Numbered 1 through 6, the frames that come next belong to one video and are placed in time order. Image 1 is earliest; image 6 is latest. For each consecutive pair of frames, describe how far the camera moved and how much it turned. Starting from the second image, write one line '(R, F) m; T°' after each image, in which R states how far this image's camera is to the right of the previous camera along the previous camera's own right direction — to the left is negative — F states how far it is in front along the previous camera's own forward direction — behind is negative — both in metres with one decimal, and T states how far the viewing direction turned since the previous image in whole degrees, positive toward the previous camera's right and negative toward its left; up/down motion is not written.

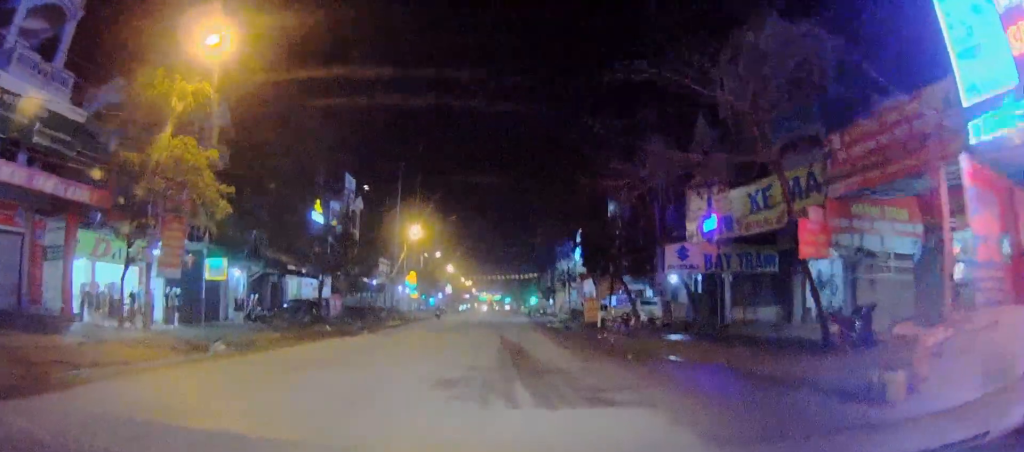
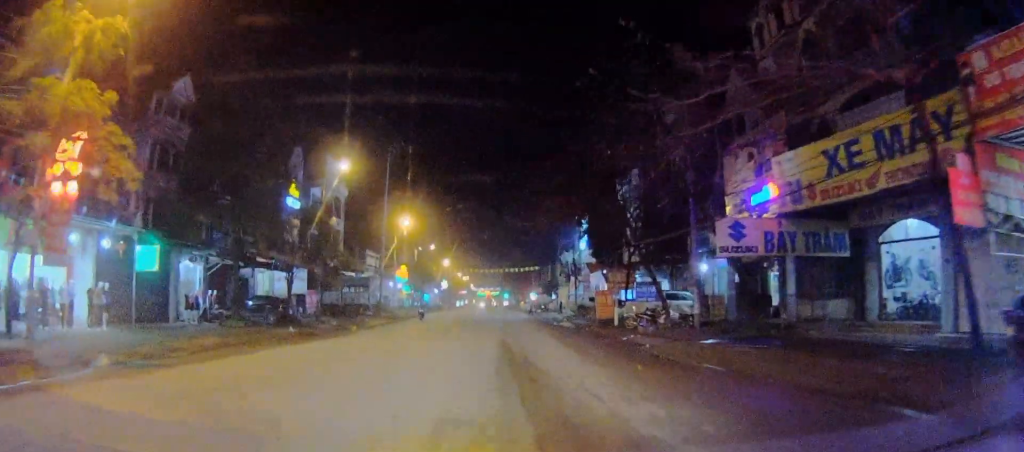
(+0.1, +6.5) m; -3°
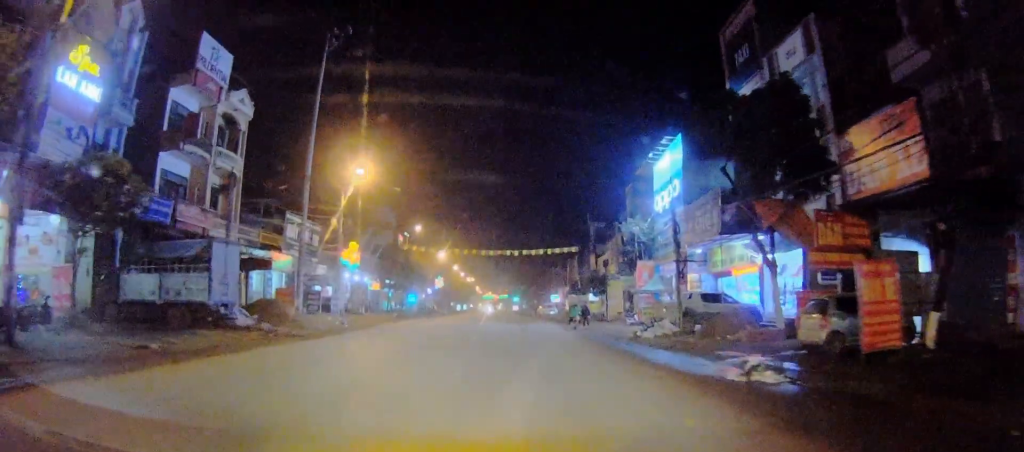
(-2.1, +31.2) m; +5°
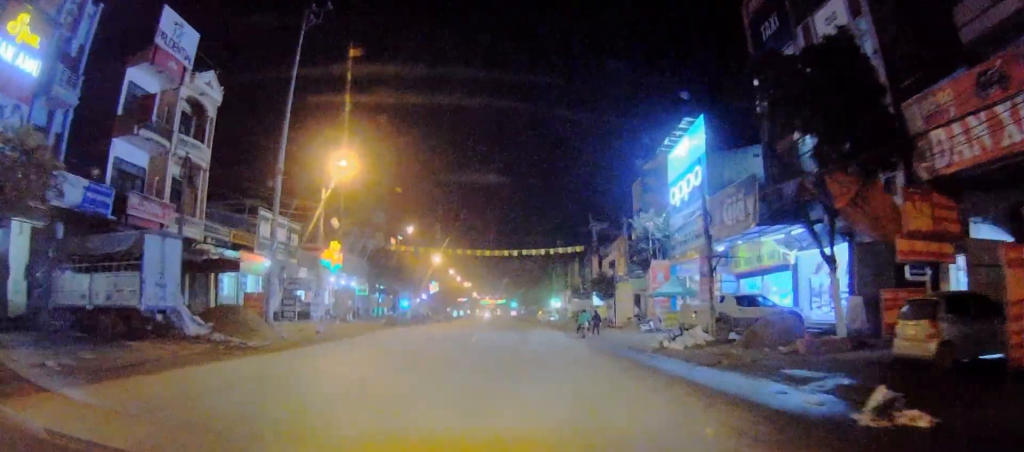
(+0.7, +4.4) m; +3°
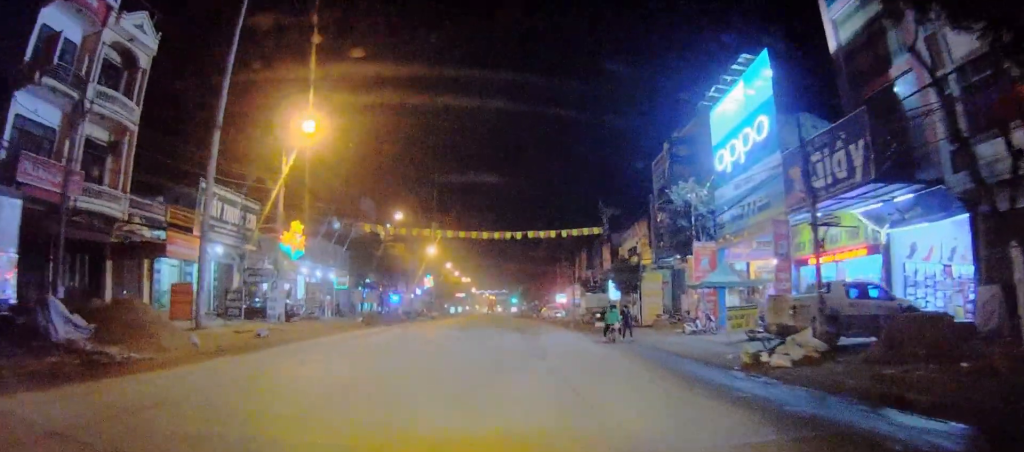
(-0.9, +7.2) m; -11°
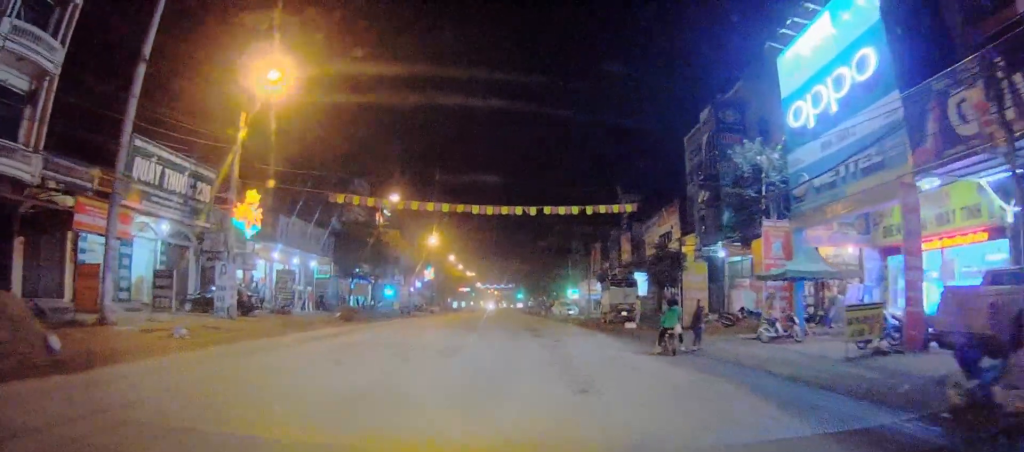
(-0.4, +6.7) m; -3°
